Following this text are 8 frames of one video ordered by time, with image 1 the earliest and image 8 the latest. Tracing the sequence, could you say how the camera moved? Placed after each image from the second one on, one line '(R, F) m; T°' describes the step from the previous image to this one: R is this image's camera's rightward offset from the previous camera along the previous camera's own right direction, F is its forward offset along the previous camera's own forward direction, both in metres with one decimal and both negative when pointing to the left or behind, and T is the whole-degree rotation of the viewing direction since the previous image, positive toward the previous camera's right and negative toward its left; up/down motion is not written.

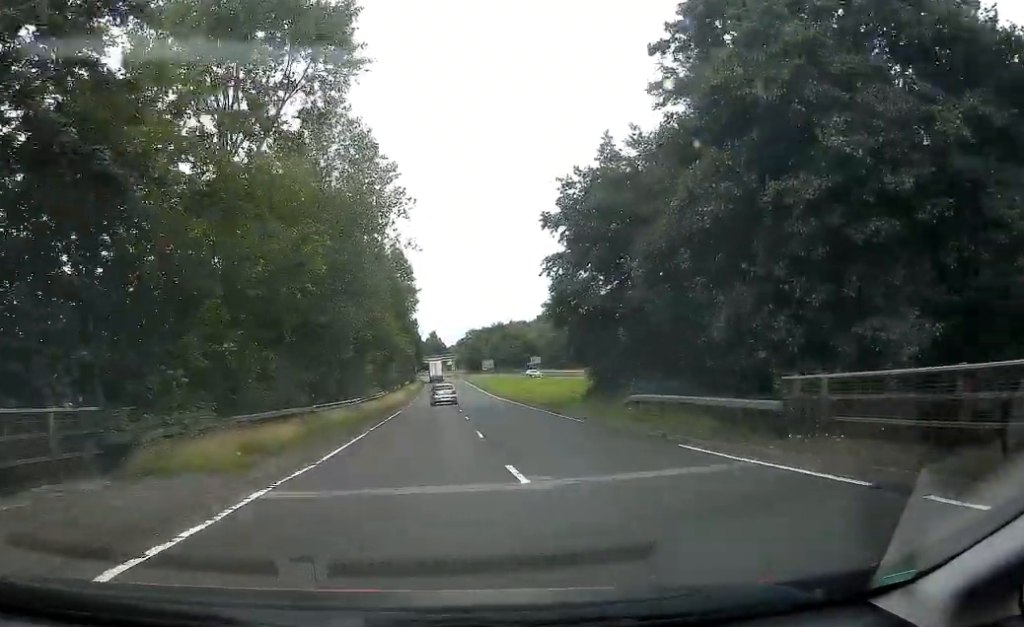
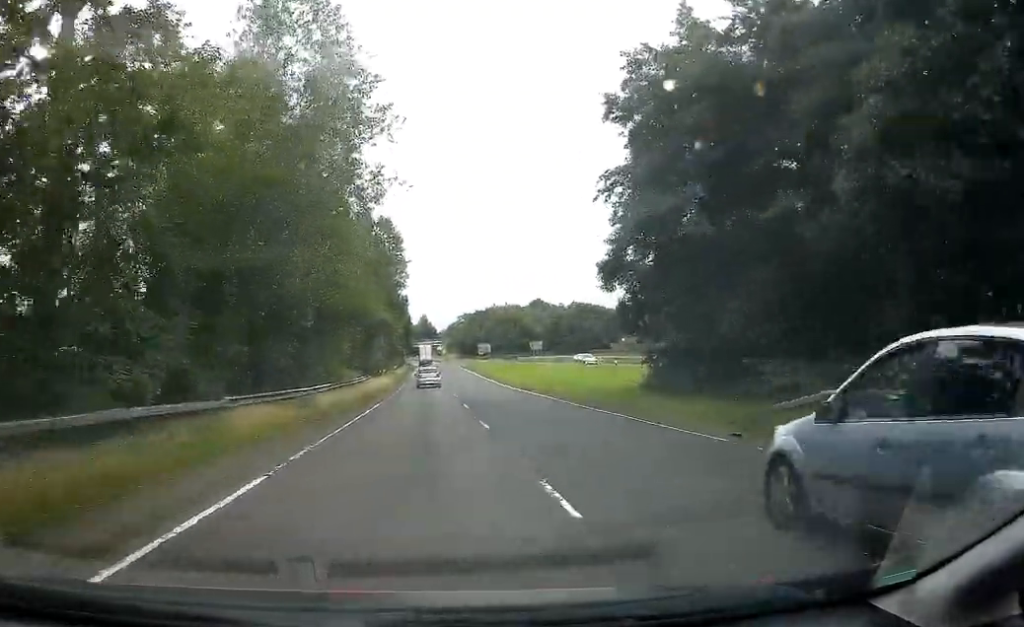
(+0.3, +11.2) m; +1°
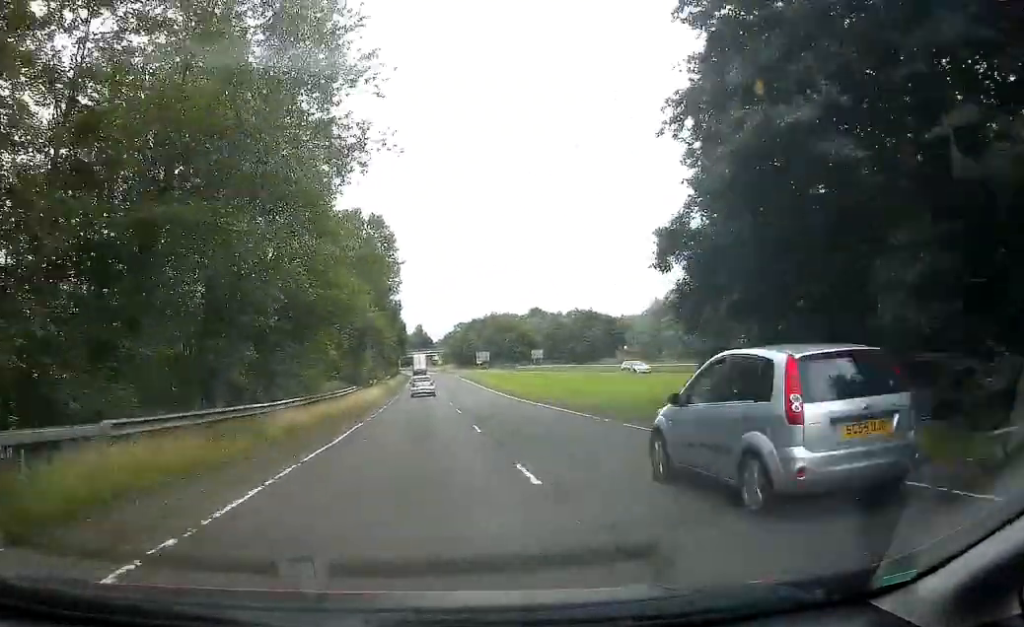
(0.0, +6.3) m; 0°
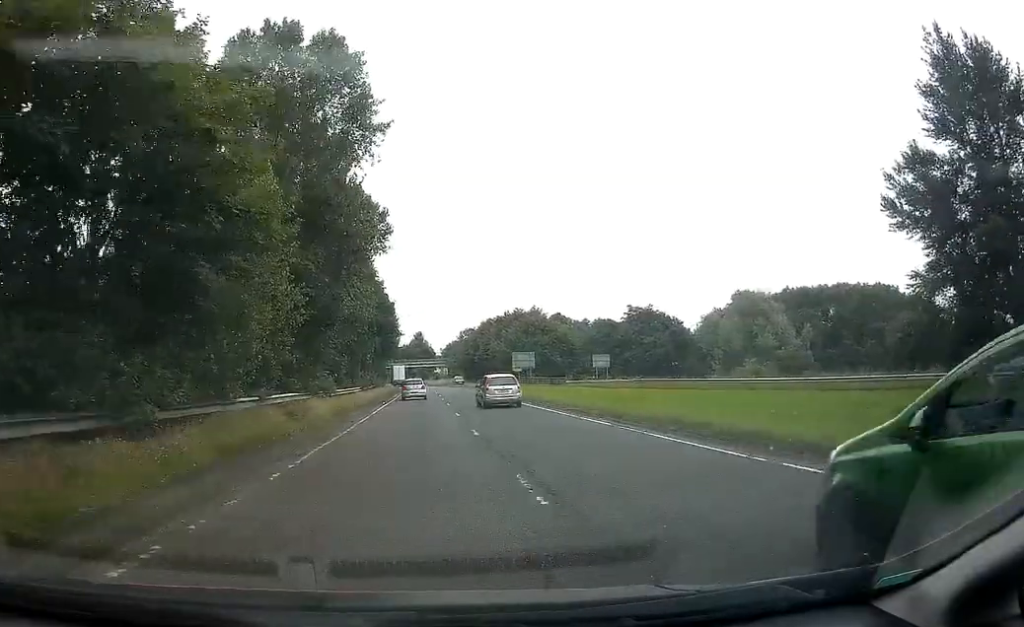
(+0.3, +48.7) m; 0°
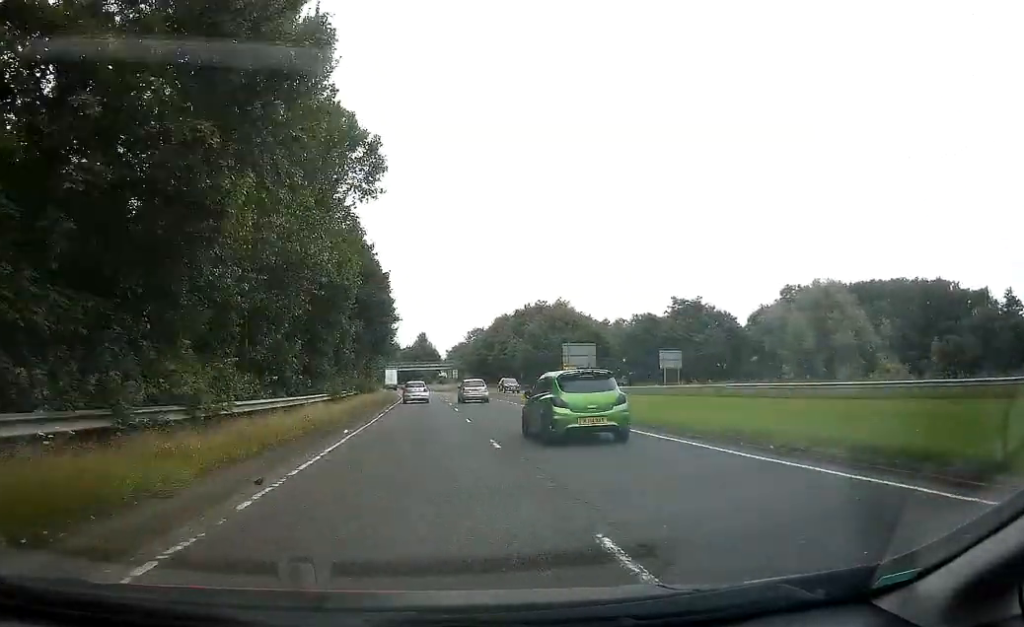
(-0.1, +22.7) m; 0°
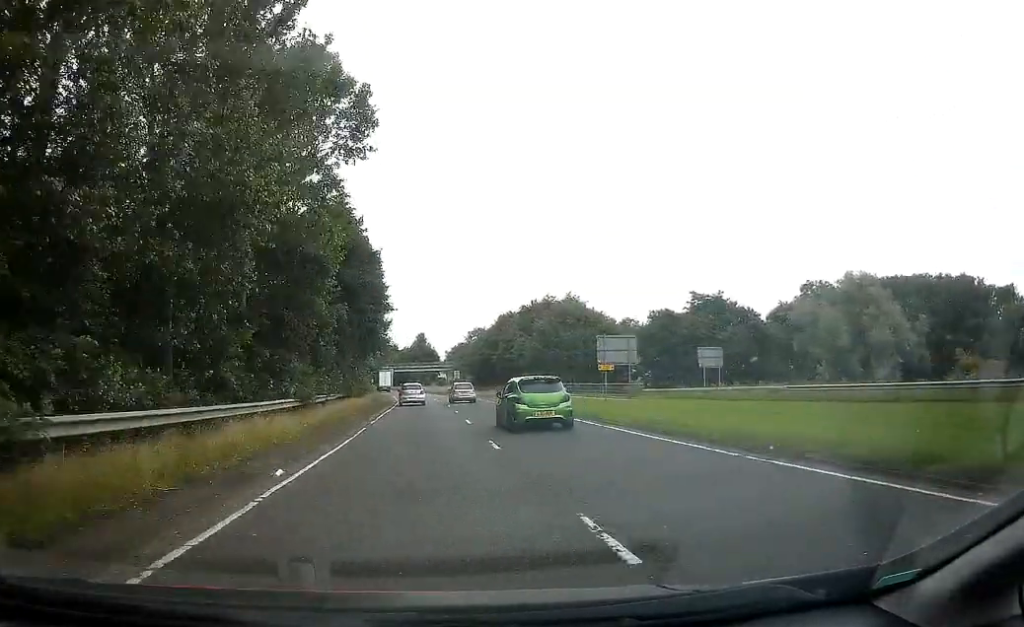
(0.0, +8.7) m; 0°
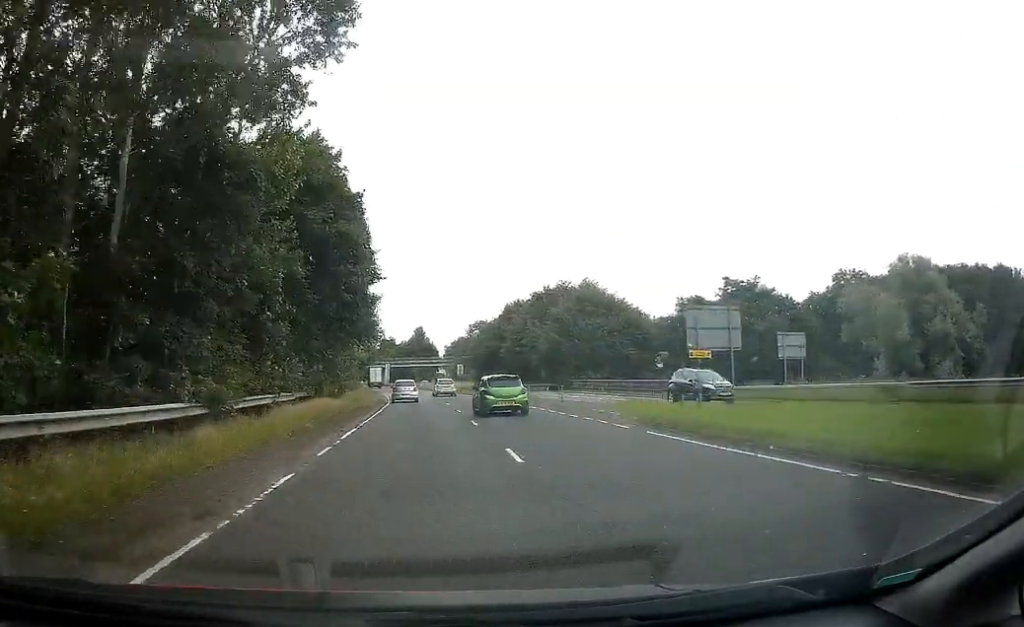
(0.0, +12.8) m; 0°
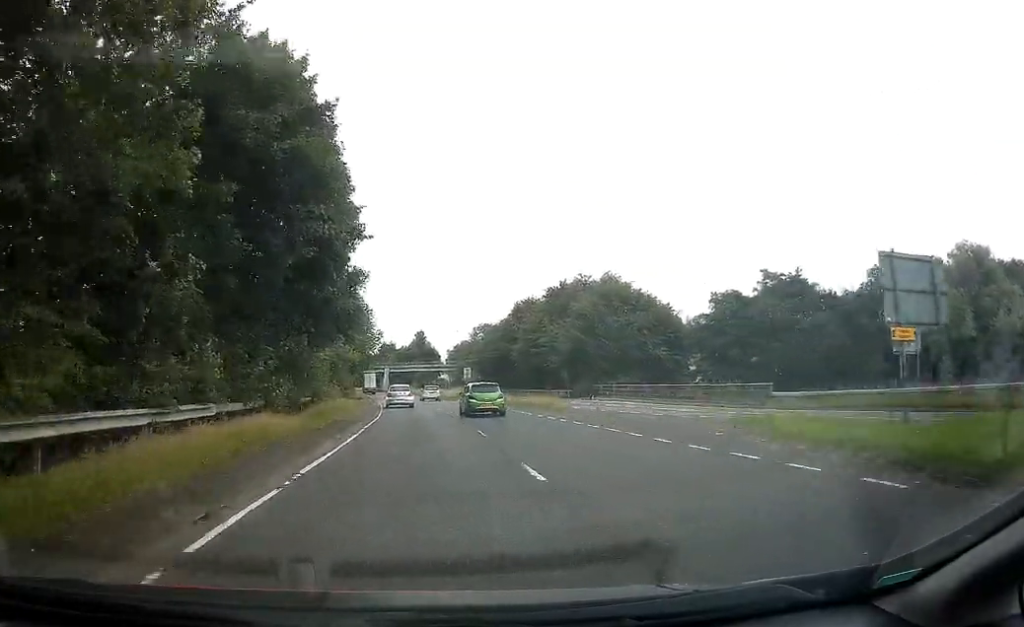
(0.0, +11.1) m; 0°
